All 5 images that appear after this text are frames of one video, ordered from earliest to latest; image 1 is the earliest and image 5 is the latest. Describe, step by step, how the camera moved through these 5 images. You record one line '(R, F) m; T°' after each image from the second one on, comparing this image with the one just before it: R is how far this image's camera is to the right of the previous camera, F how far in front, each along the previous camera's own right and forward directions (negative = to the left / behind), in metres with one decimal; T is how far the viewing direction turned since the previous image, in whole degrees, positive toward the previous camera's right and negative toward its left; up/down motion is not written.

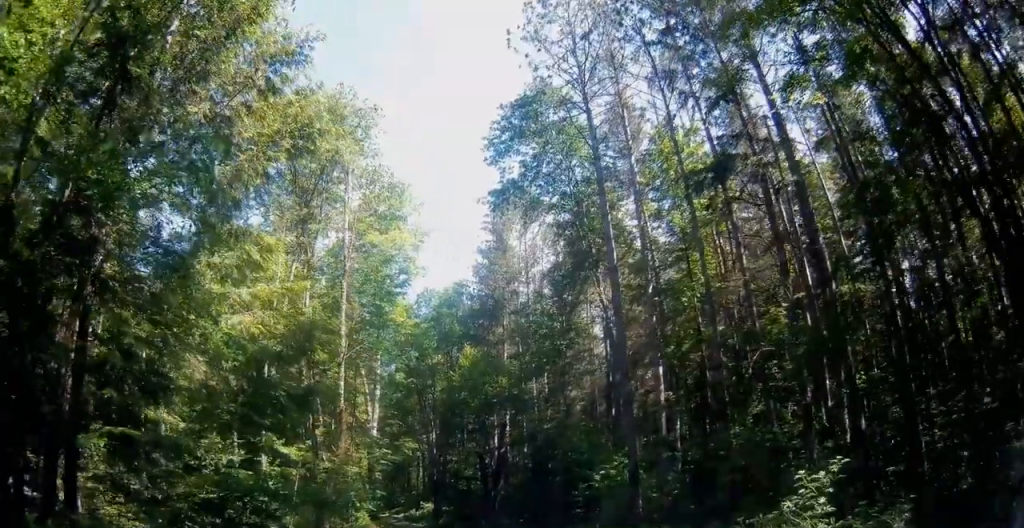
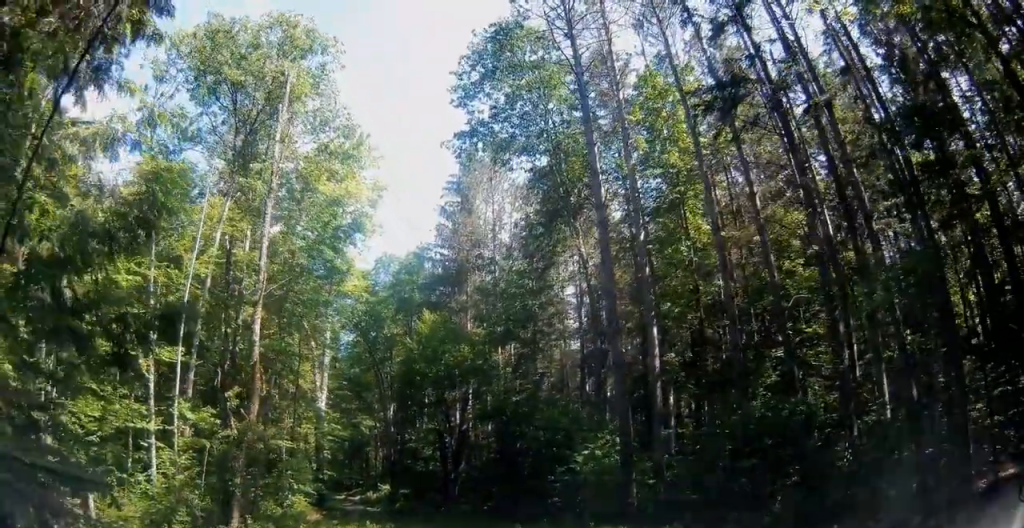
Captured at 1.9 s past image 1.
(0.0, +5.2) m; -4°
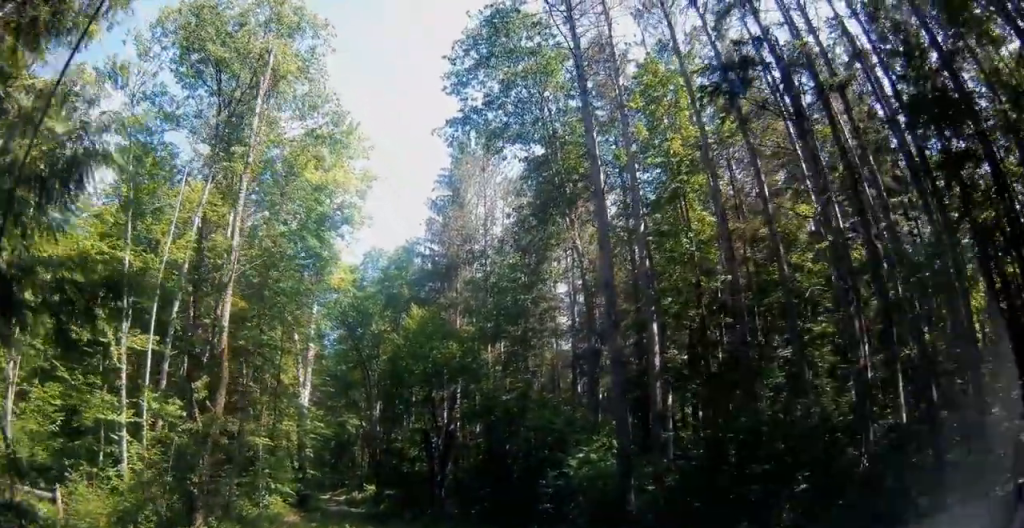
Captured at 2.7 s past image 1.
(0.0, +1.6) m; 0°
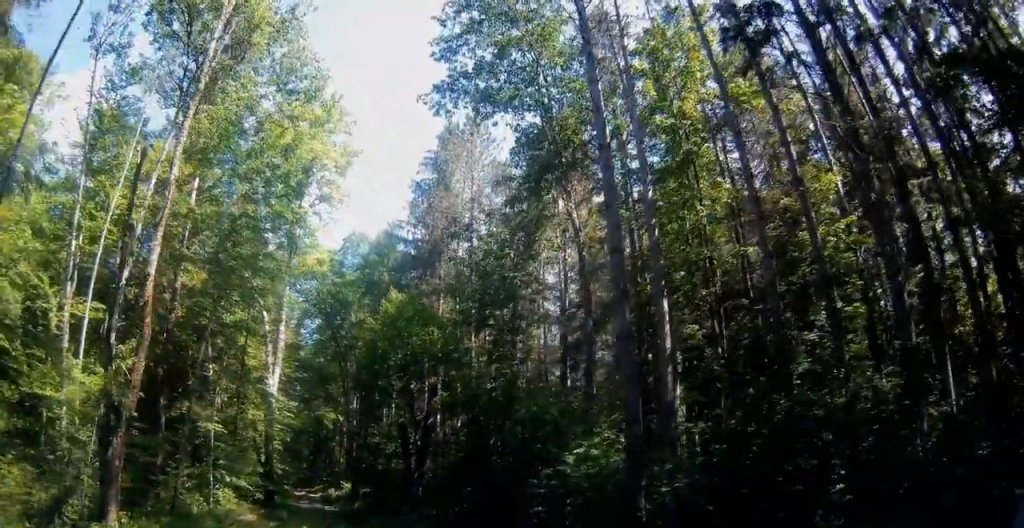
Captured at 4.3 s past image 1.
(0.0, +3.1) m; 0°
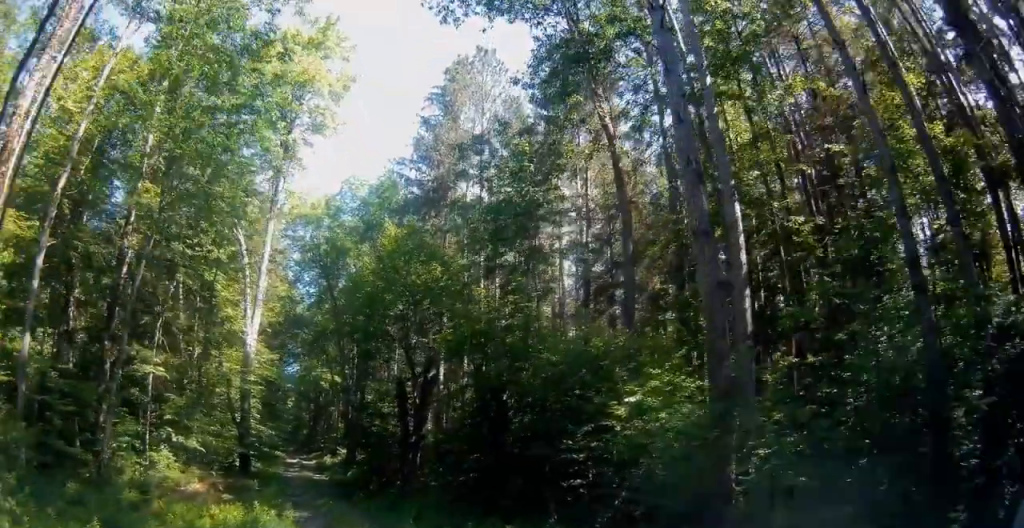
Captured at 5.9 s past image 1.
(0.0, +4.5) m; 0°
